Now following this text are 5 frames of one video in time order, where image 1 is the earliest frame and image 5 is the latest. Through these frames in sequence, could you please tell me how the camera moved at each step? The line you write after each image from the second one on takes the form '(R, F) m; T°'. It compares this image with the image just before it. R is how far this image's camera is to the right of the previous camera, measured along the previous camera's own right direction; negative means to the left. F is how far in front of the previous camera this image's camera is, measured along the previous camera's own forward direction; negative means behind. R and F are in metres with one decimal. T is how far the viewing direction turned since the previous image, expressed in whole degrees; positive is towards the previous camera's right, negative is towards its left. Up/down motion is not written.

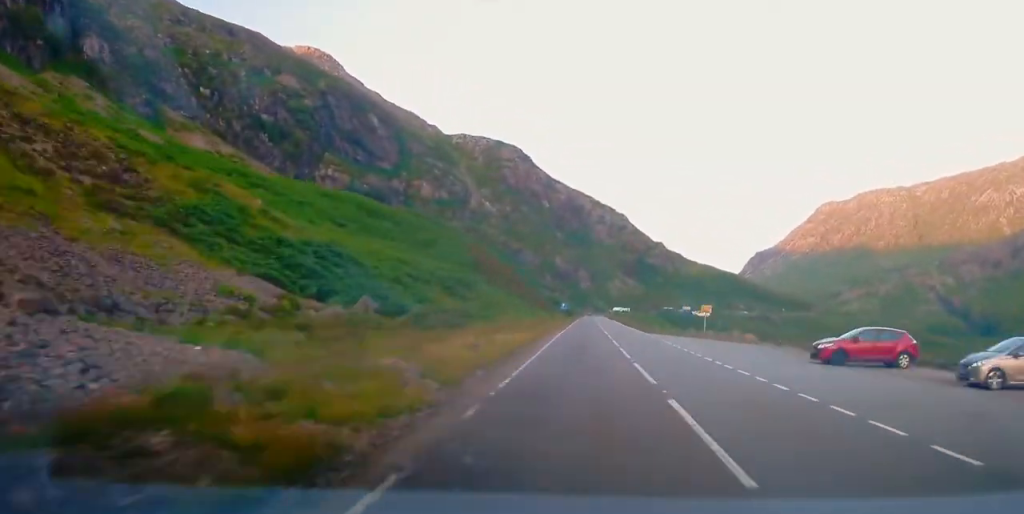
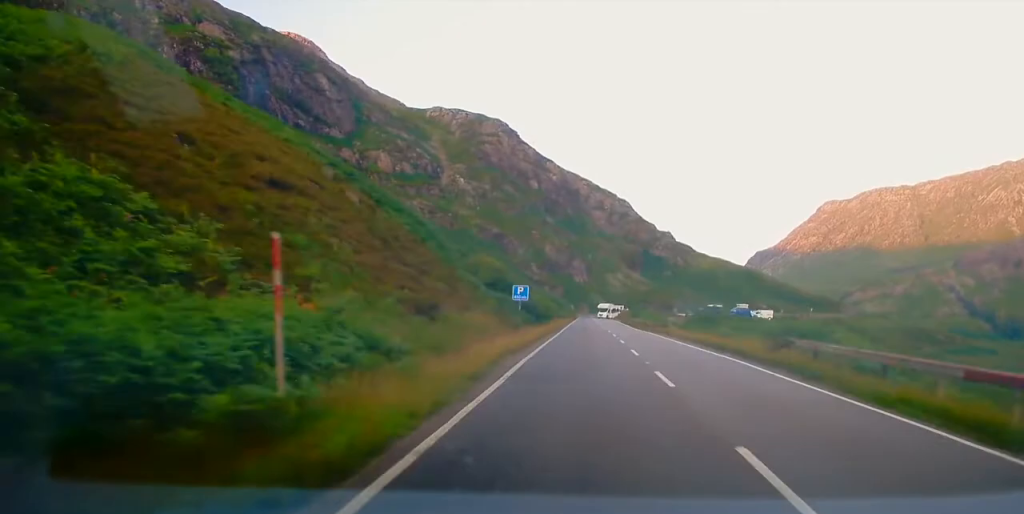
(+0.9, +75.3) m; +1°
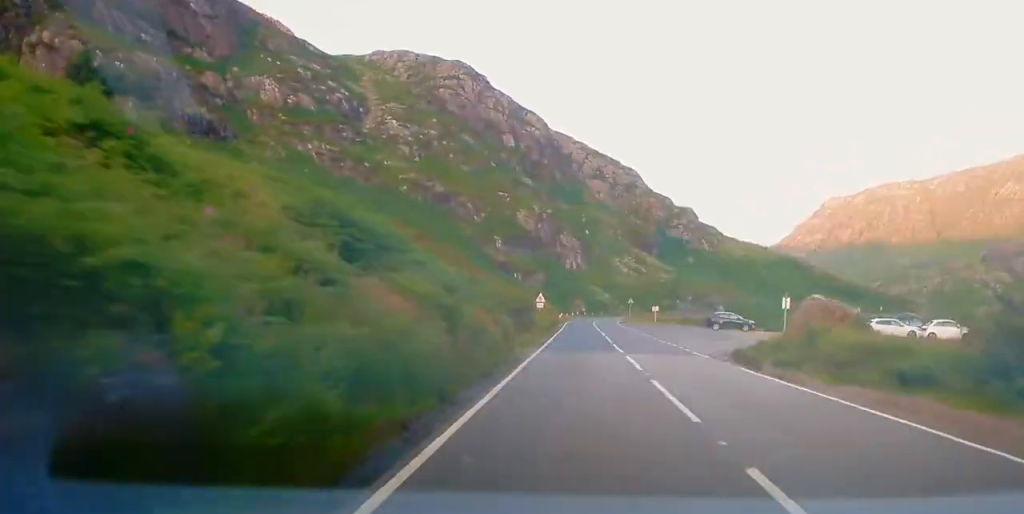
(+0.6, +108.4) m; +3°
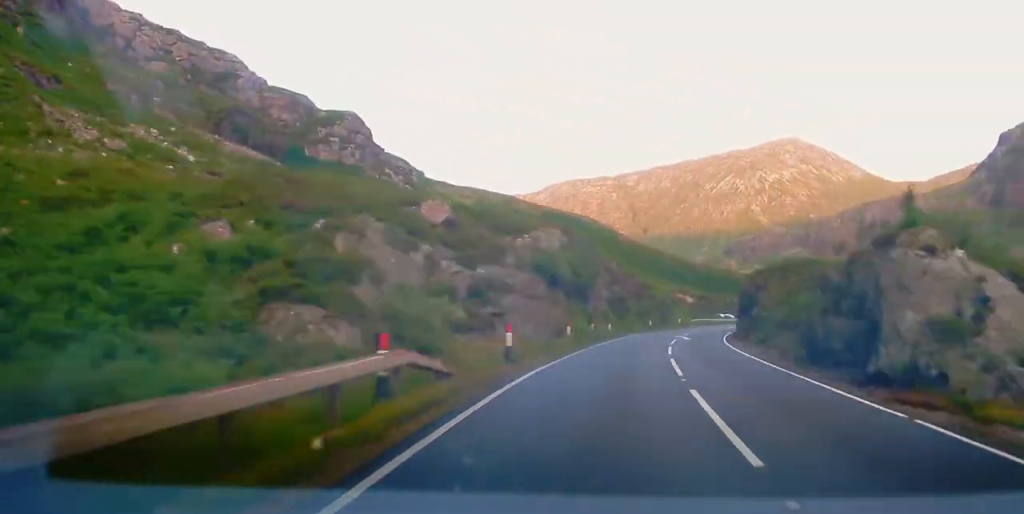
(+14.4, +156.3) m; +15°
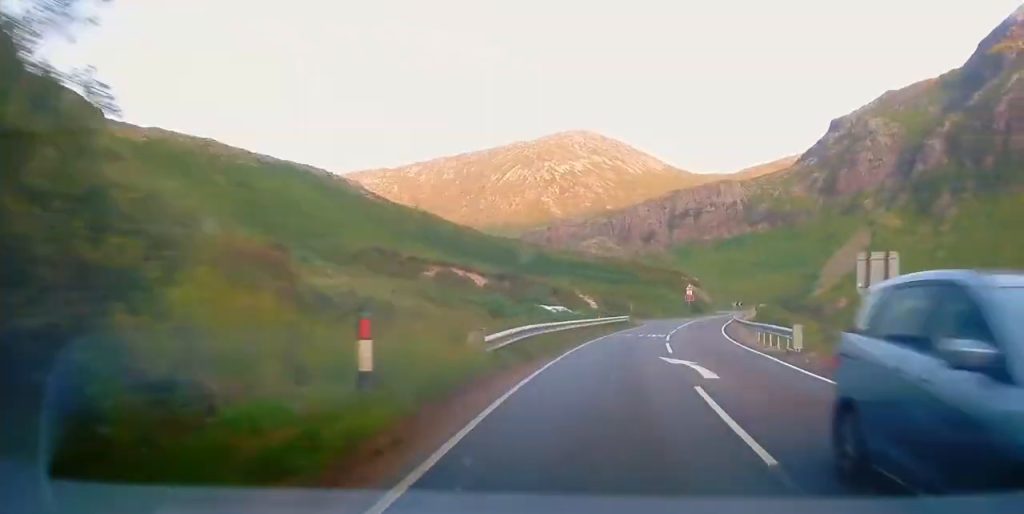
(+0.6, +45.4) m; +11°
